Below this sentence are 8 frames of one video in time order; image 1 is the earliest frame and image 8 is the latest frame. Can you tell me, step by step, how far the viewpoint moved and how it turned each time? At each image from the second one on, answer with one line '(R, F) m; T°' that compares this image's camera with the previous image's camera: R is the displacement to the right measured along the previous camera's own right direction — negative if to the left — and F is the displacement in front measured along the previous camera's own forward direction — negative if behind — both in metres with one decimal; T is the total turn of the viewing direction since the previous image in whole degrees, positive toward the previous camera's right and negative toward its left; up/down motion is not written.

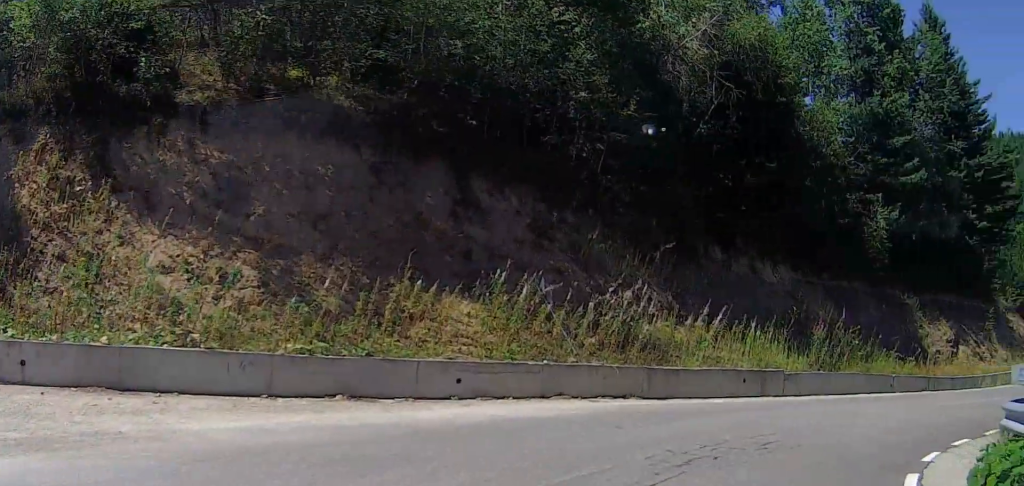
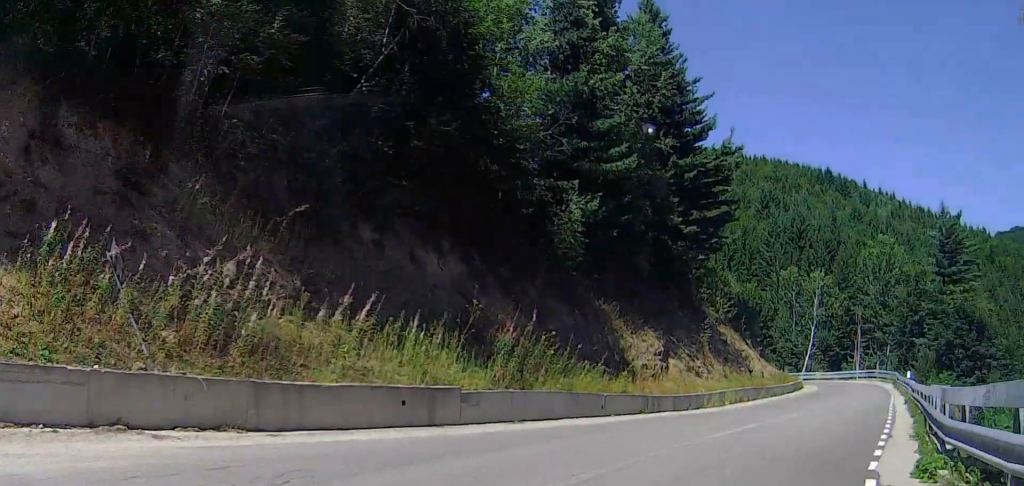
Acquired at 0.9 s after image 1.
(+1.8, +6.2) m; +20°
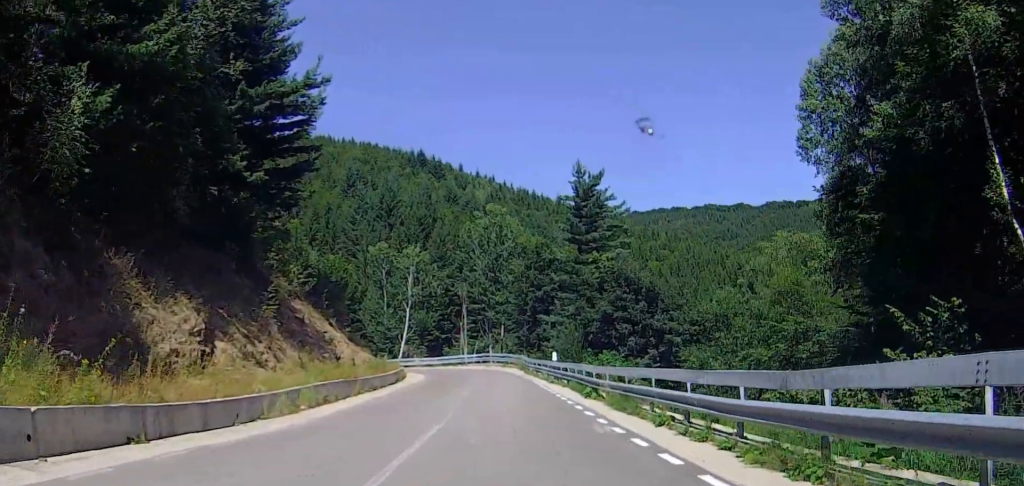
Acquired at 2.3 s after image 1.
(+2.3, +10.0) m; +23°
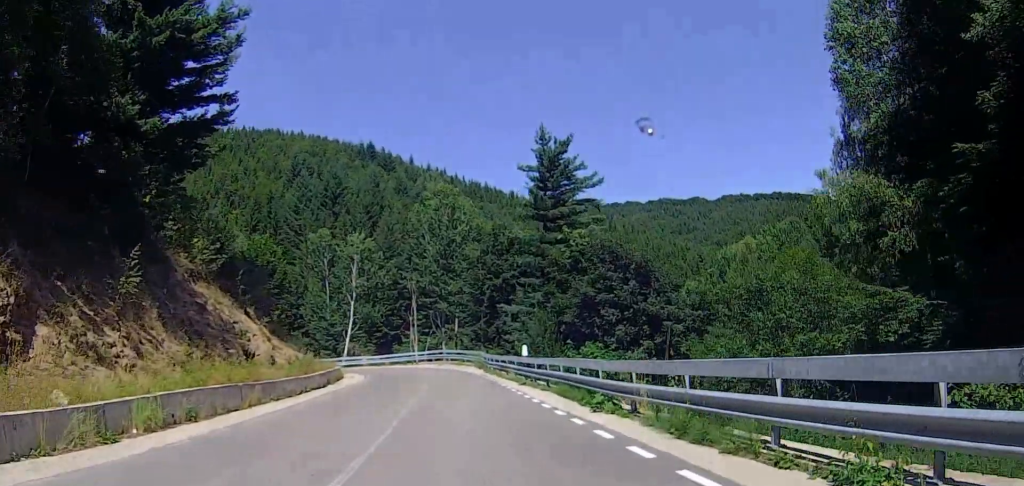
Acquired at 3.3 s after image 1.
(+0.9, +7.9) m; +8°
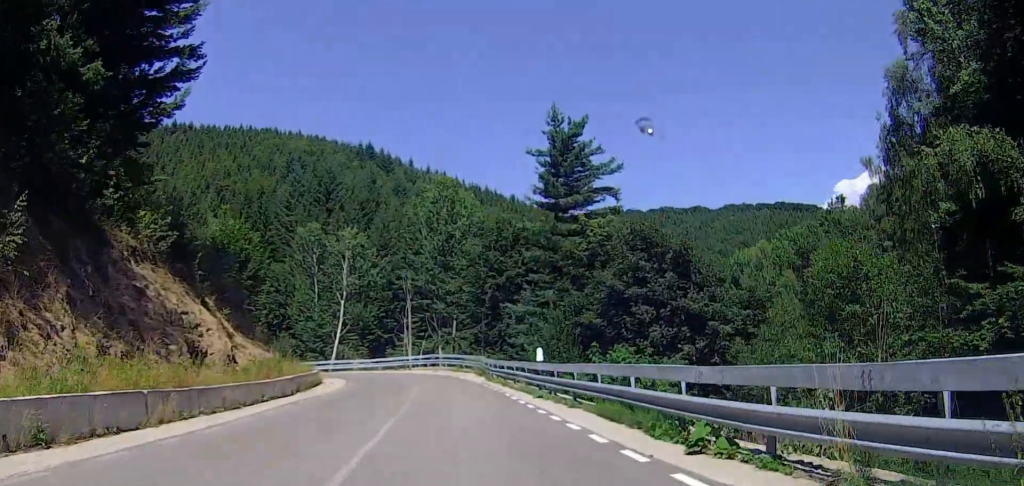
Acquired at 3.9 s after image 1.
(+0.2, +5.7) m; +1°
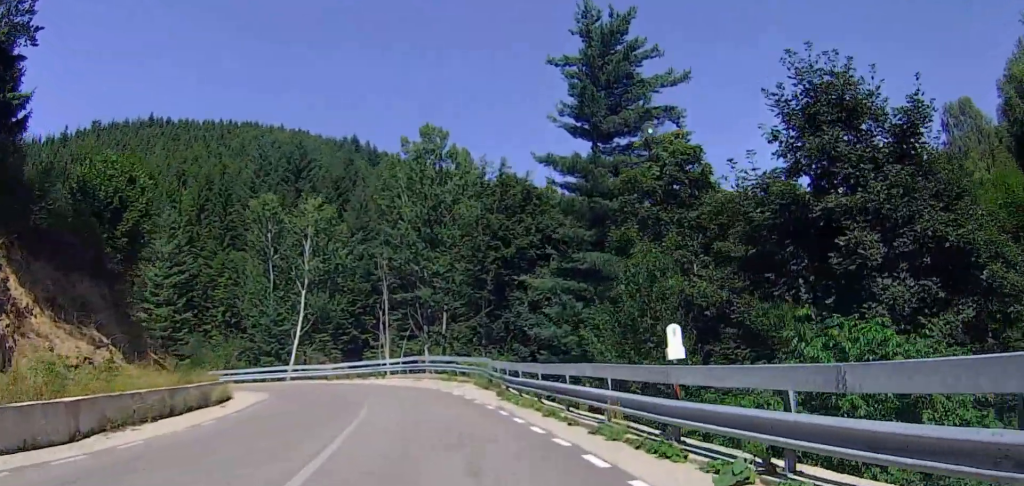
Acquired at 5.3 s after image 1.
(0.0, +15.4) m; 0°
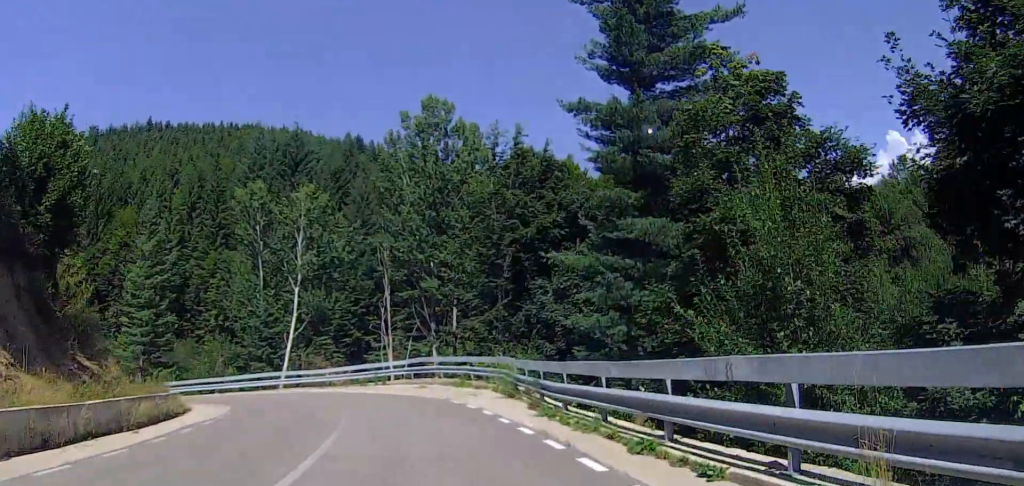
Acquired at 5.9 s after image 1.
(0.0, +5.9) m; 0°
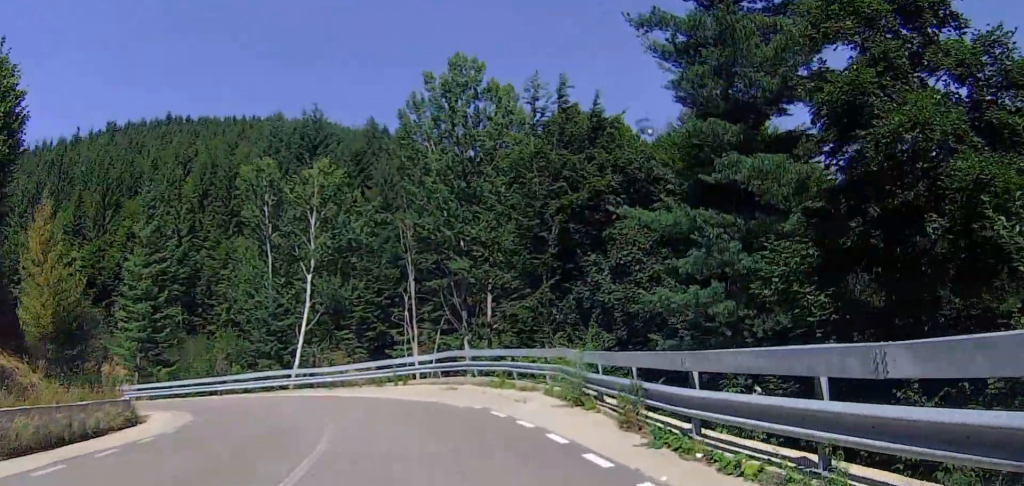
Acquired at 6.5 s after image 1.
(-0.1, +6.1) m; -5°
